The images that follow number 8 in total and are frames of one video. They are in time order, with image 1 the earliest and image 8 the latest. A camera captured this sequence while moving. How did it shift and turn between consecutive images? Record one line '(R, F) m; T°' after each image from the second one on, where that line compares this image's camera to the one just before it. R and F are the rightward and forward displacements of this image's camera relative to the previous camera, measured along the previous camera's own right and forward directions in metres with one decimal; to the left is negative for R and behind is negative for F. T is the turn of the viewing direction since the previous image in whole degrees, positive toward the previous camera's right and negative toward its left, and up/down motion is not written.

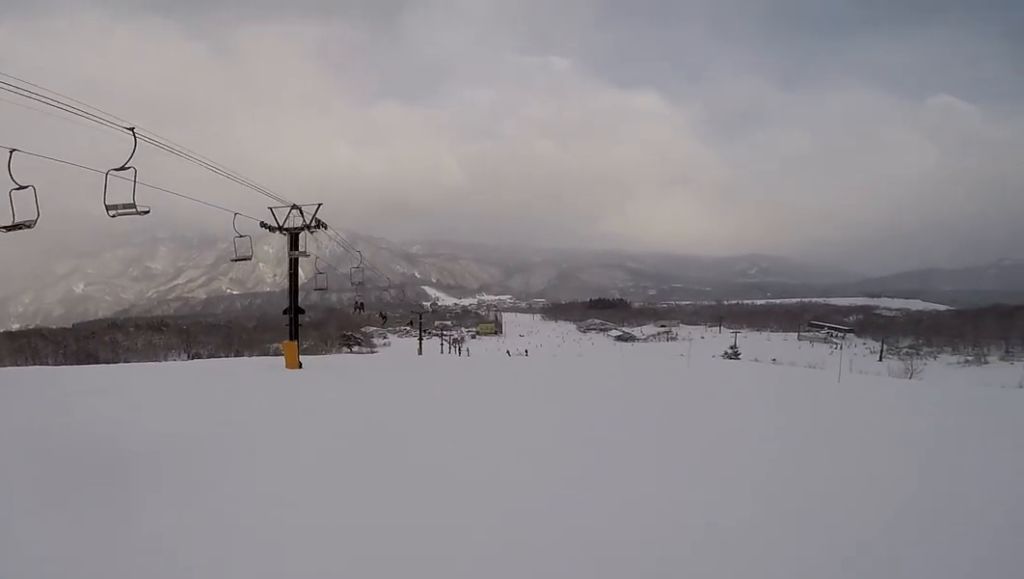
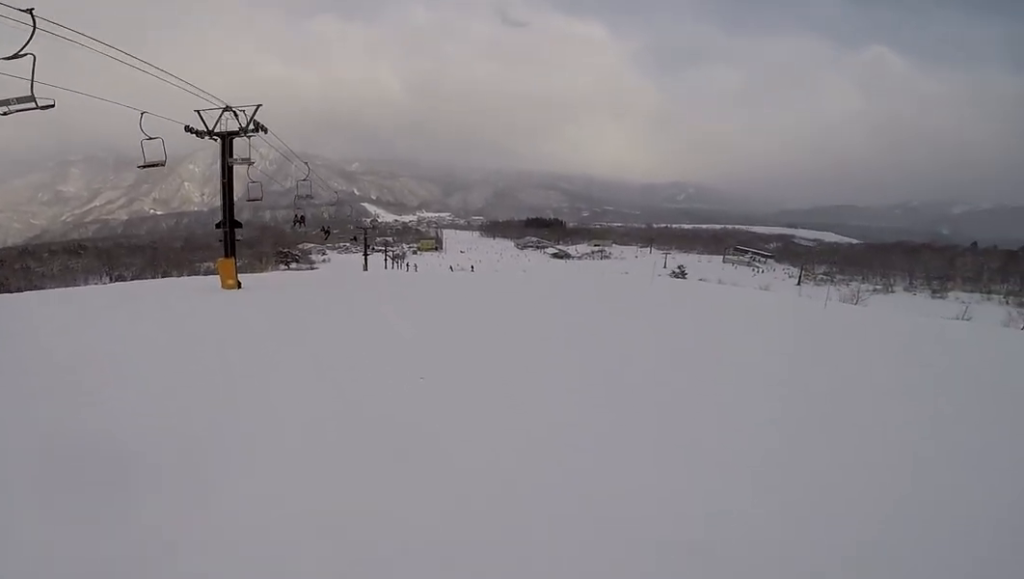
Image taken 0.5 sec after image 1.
(0.0, +2.8) m; +11°
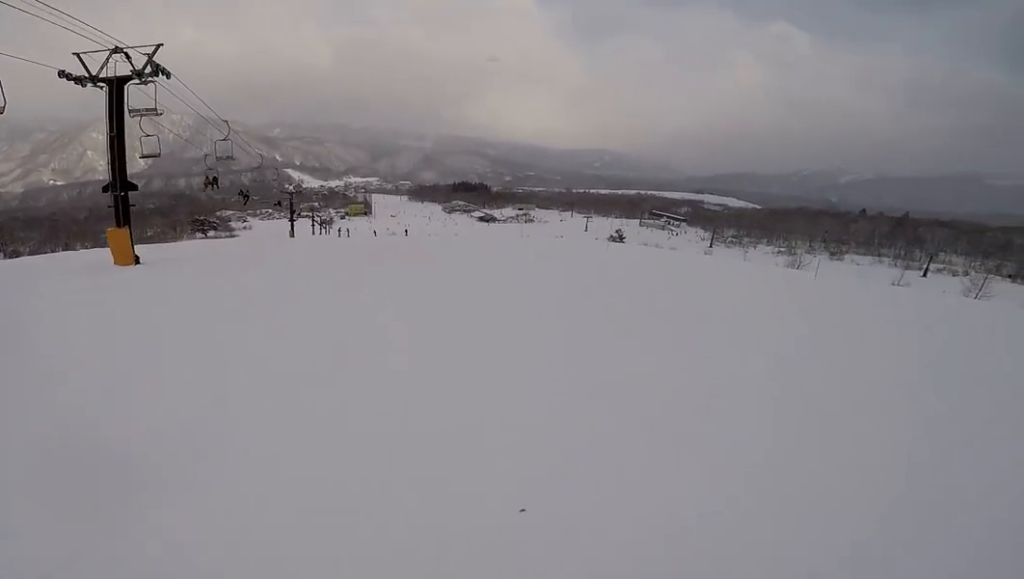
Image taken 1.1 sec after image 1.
(-0.6, +3.5) m; +18°
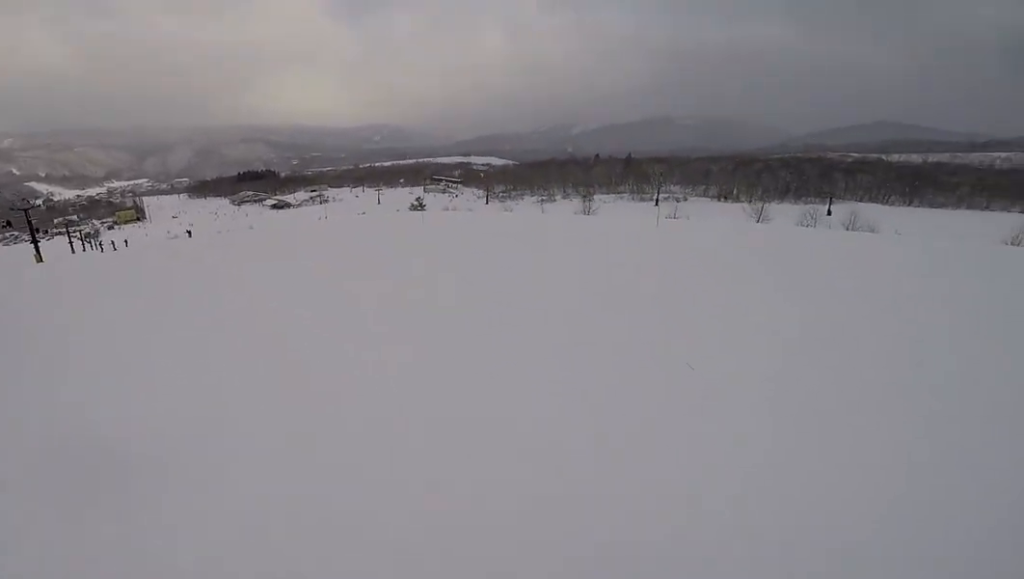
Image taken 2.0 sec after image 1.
(+2.4, +4.6) m; +24°
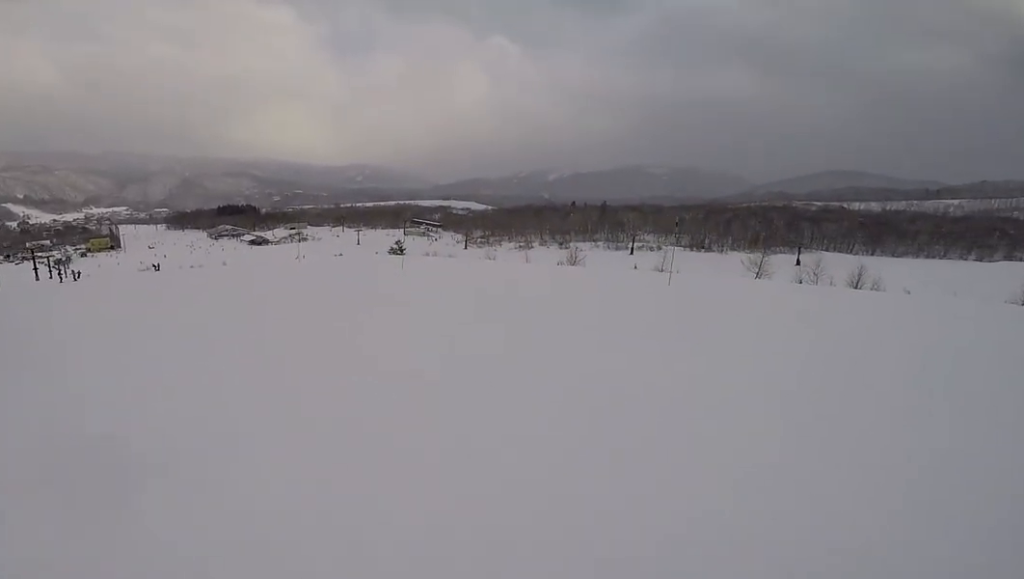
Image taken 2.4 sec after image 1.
(+0.2, +2.8) m; 0°
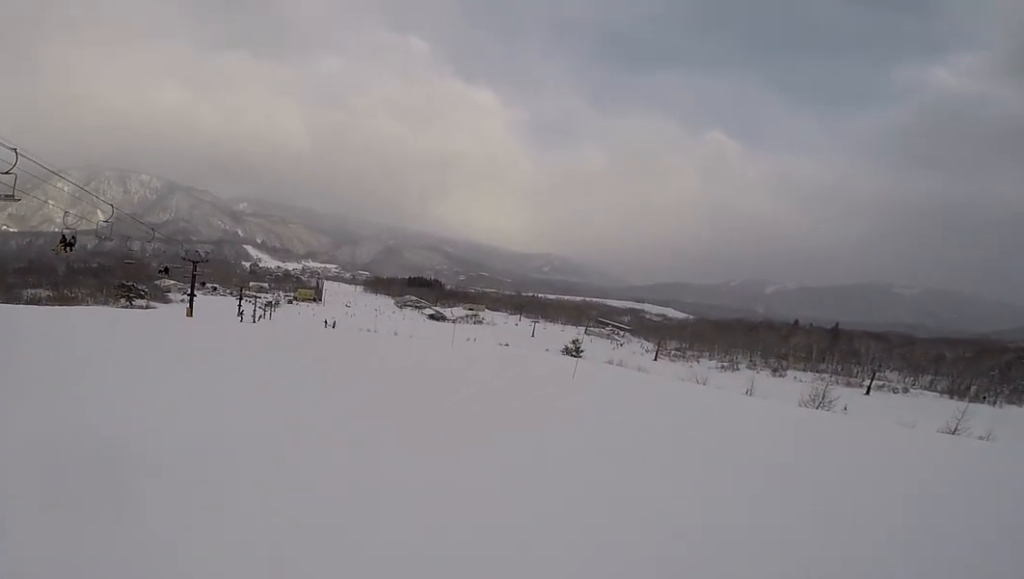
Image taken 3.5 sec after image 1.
(-0.4, +6.1) m; -21°
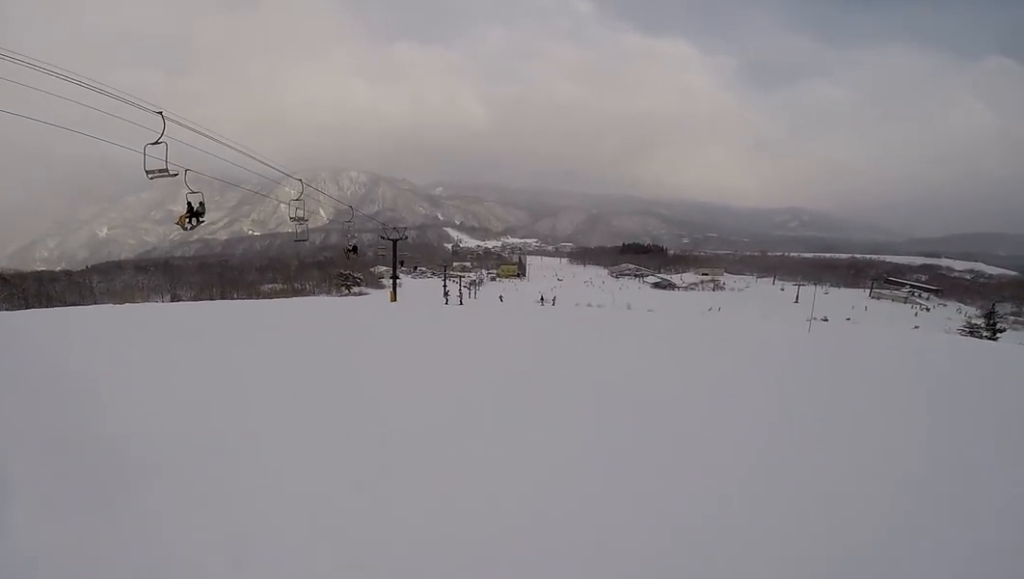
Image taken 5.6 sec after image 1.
(-5.8, +9.1) m; -38°
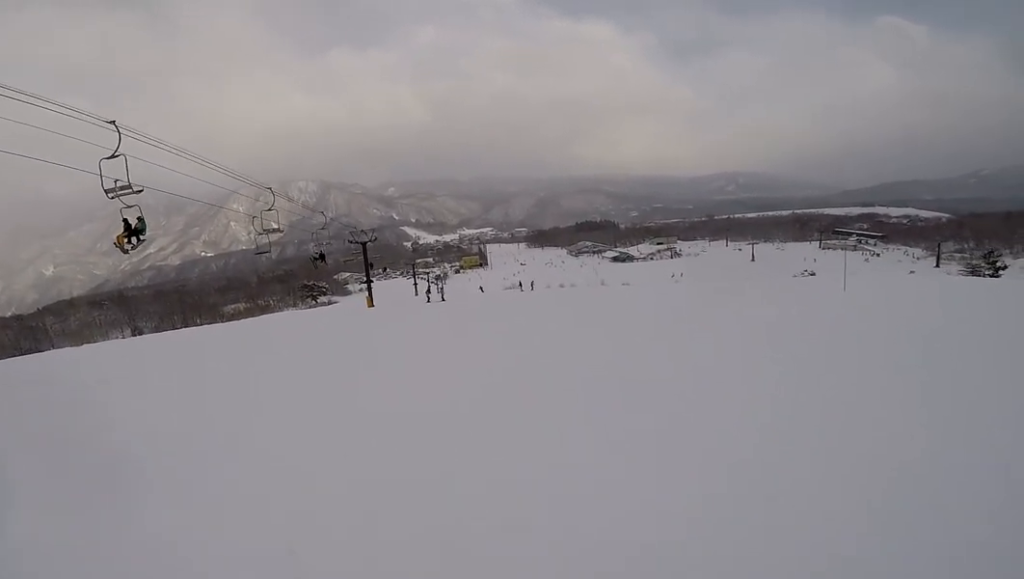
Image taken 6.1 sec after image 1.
(+0.3, +3.1) m; +7°
